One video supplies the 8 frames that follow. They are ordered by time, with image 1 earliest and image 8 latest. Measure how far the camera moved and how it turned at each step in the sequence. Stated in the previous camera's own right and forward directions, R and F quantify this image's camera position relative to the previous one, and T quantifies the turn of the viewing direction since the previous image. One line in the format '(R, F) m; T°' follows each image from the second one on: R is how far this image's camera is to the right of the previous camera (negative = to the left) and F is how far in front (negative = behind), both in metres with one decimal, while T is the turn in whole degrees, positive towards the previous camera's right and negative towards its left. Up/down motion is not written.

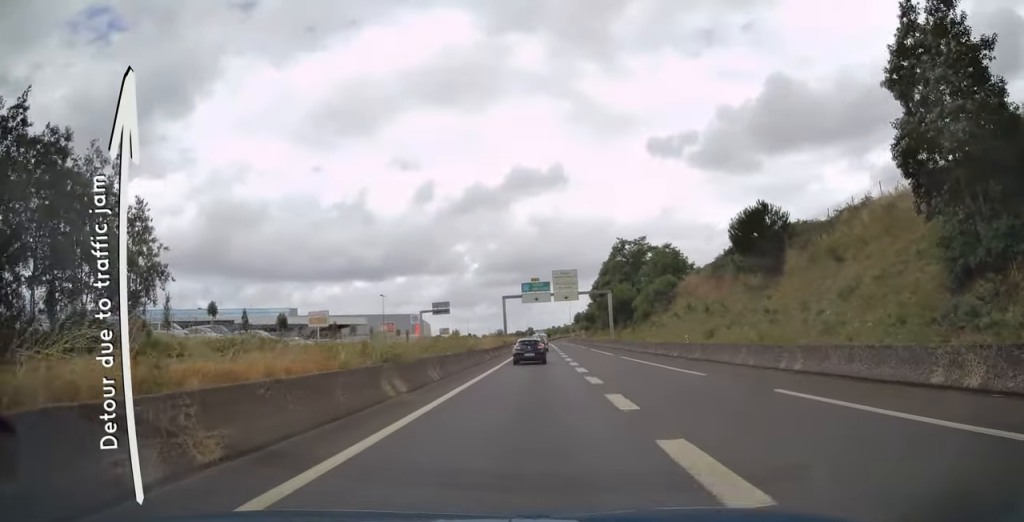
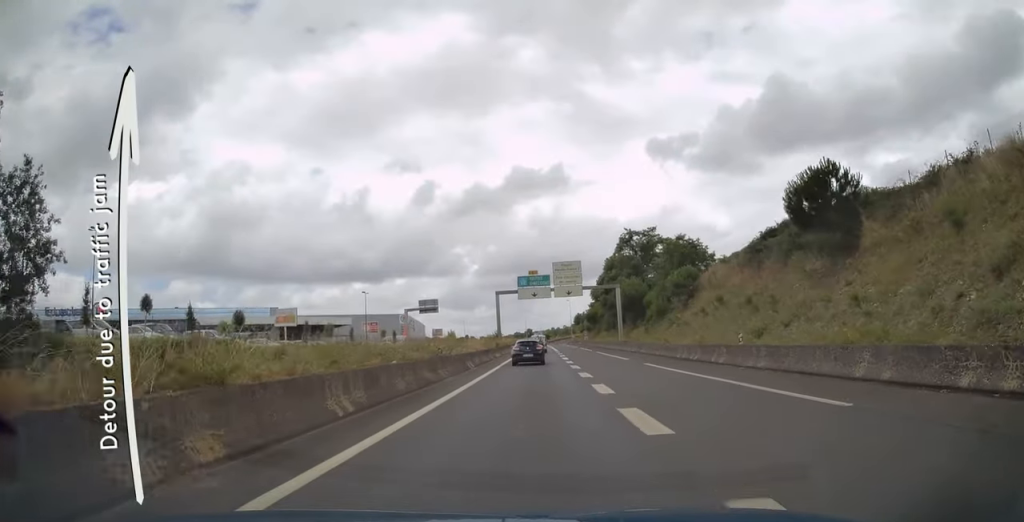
(0.0, +9.3) m; 0°
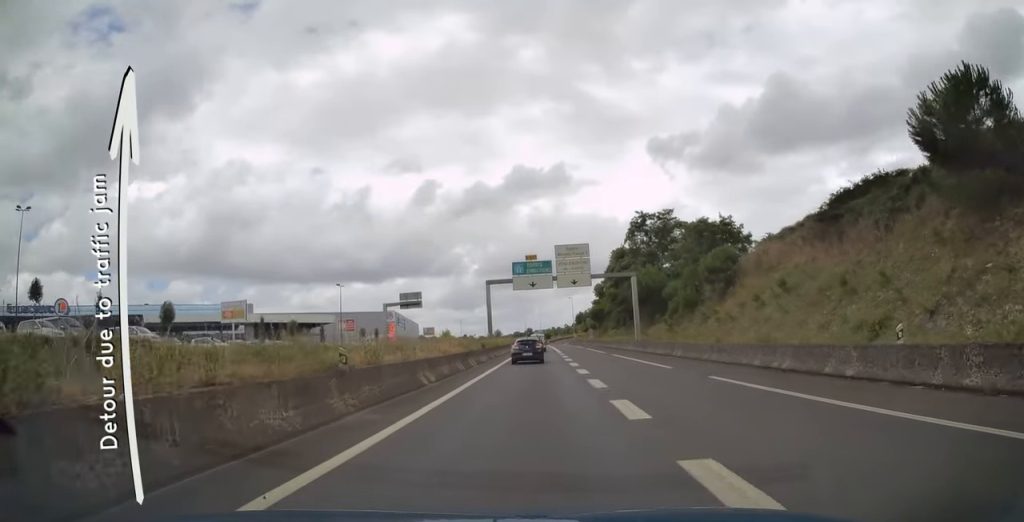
(-0.1, +11.3) m; 0°
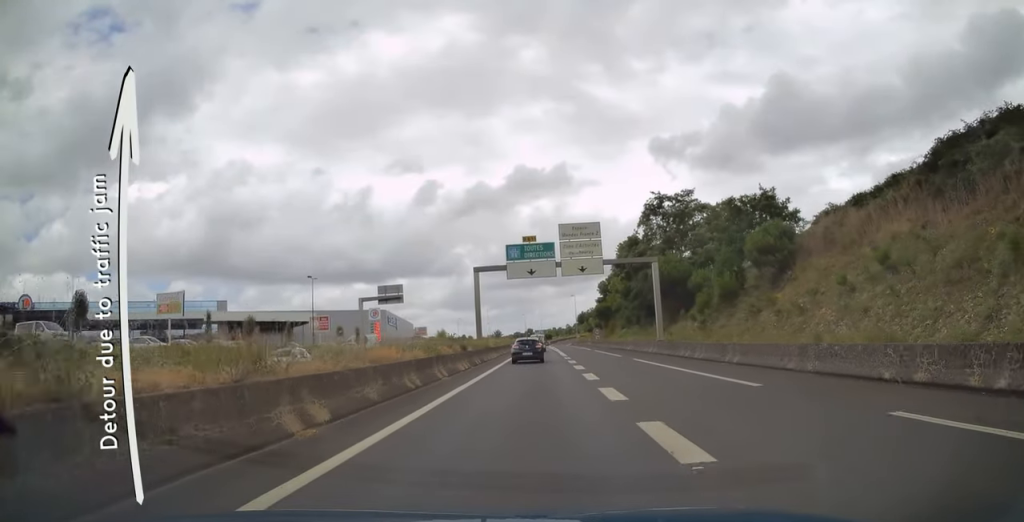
(0.0, +10.0) m; 0°
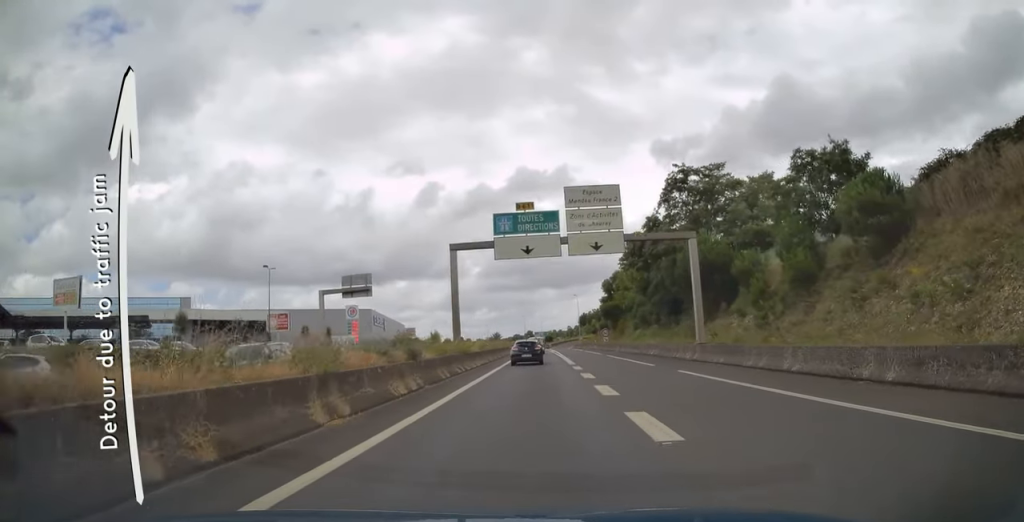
(0.0, +11.3) m; 0°
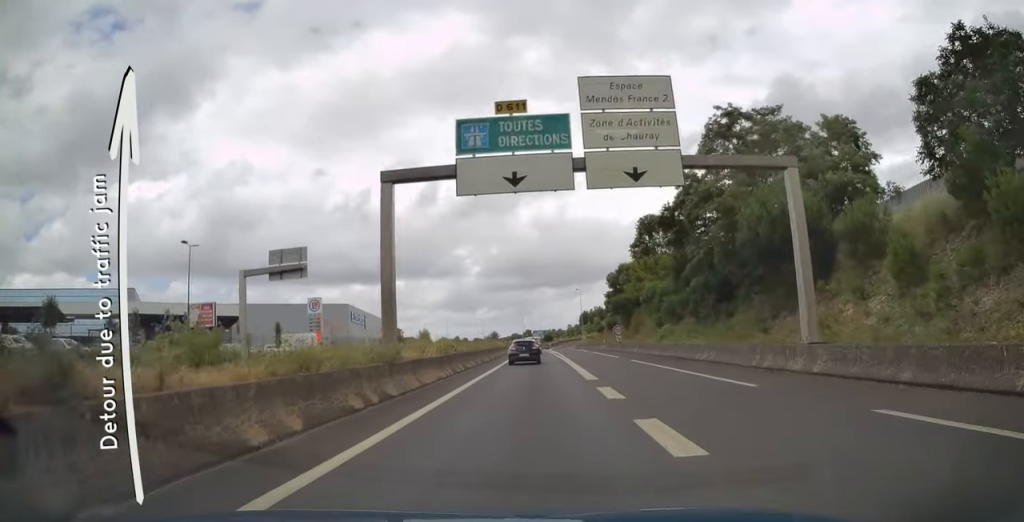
(0.0, +14.1) m; 0°
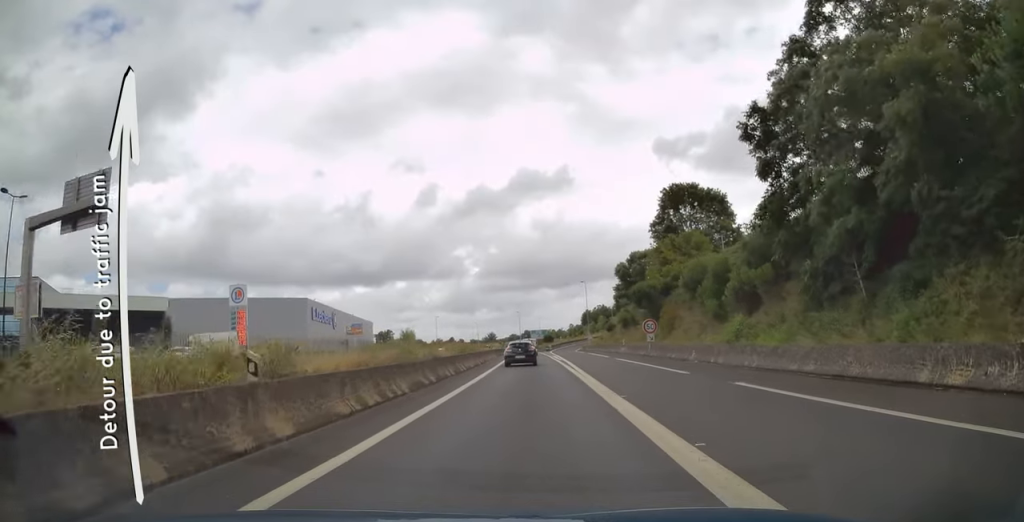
(+0.1, +18.7) m; 0°
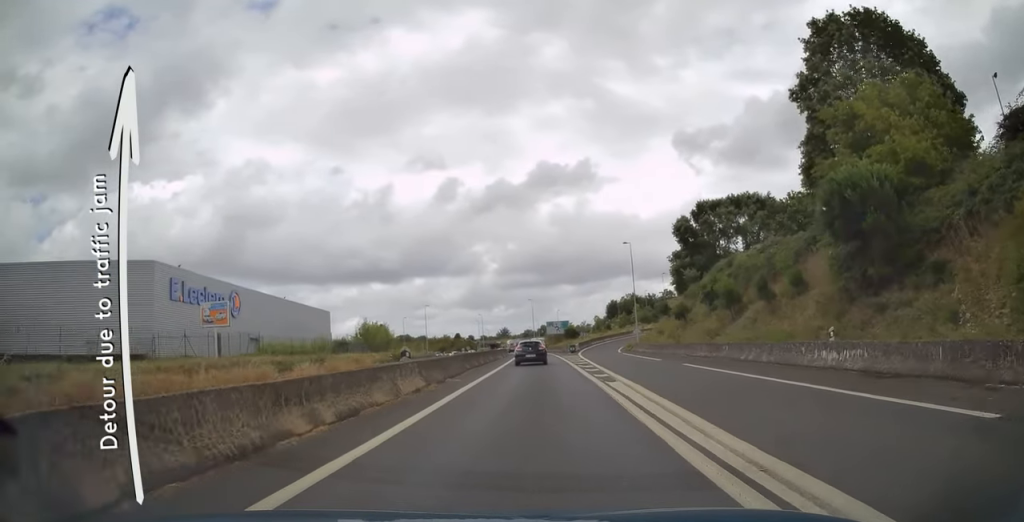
(-0.6, +40.4) m; -2°
